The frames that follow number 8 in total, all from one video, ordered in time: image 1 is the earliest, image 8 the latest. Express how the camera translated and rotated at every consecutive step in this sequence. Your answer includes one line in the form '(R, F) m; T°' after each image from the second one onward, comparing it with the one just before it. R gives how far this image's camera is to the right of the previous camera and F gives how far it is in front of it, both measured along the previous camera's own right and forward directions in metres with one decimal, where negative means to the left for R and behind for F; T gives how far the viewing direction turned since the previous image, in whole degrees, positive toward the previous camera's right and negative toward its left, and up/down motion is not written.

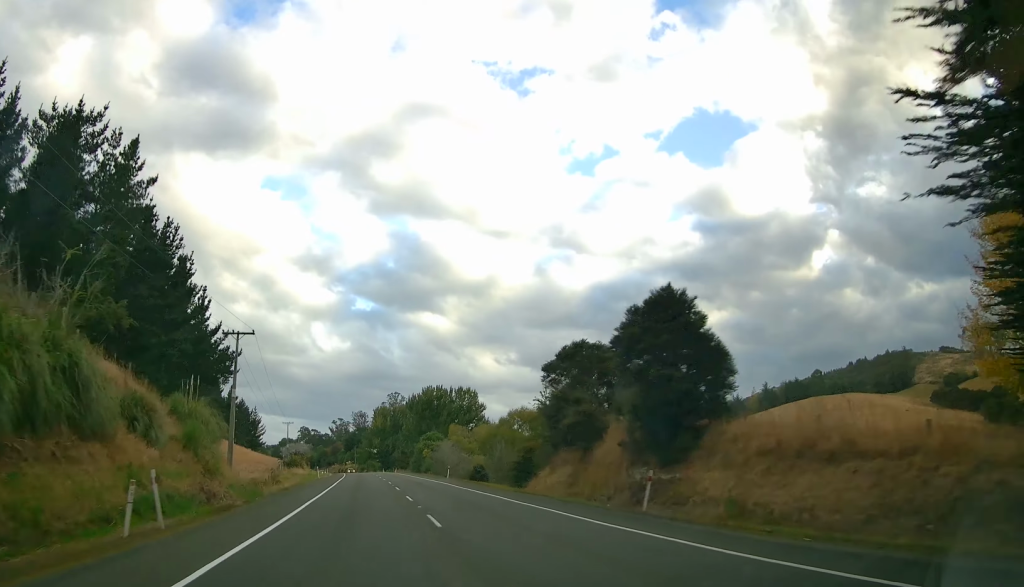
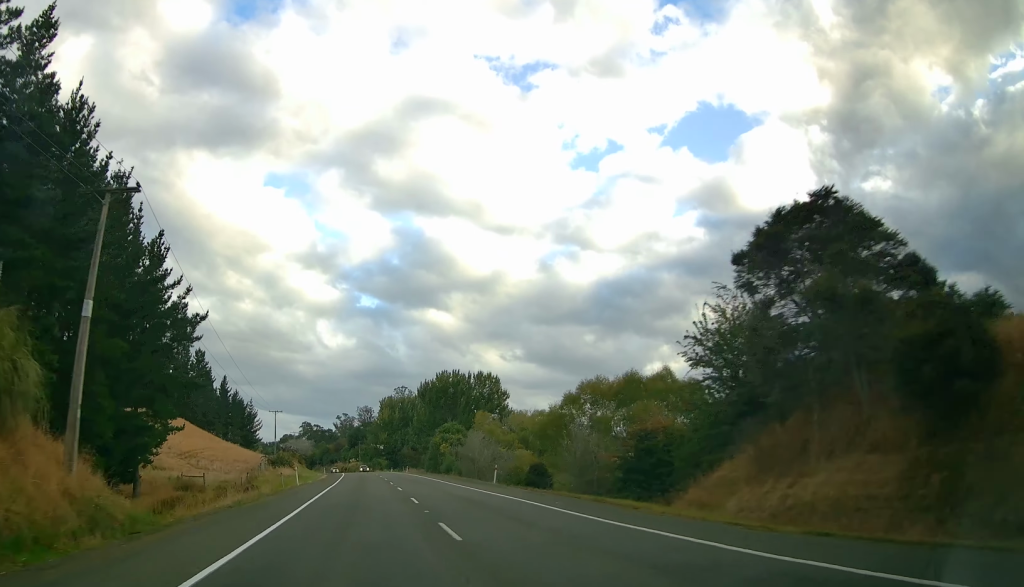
(-0.8, +22.0) m; 0°
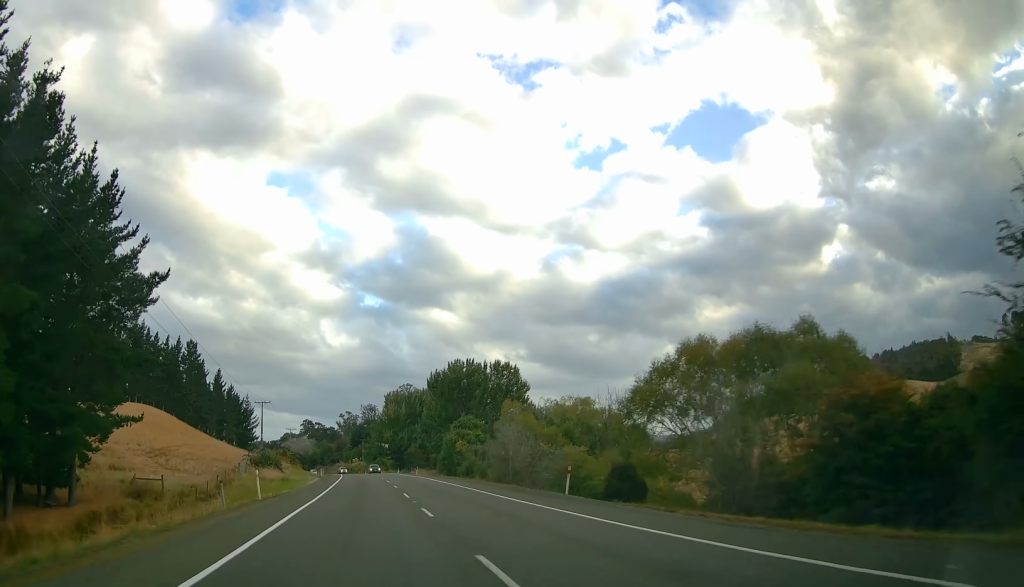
(-0.1, +15.2) m; 0°
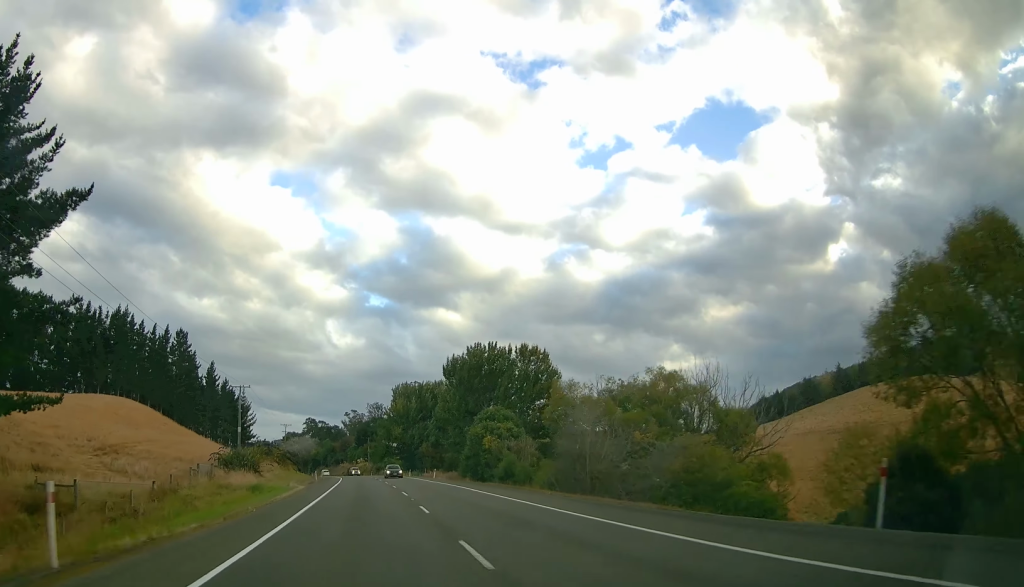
(+0.9, +17.7) m; 0°
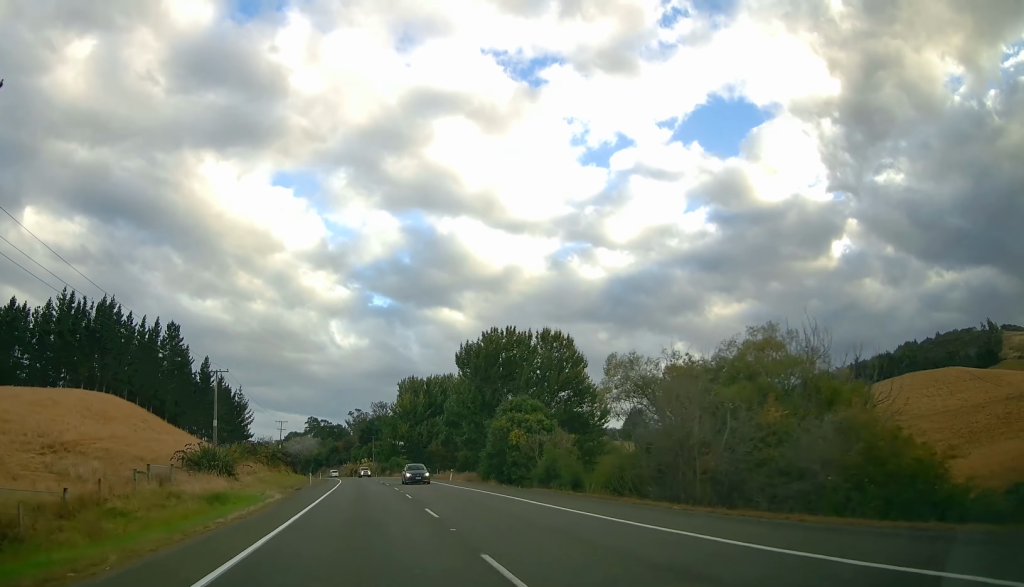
(-0.5, +11.8) m; -1°
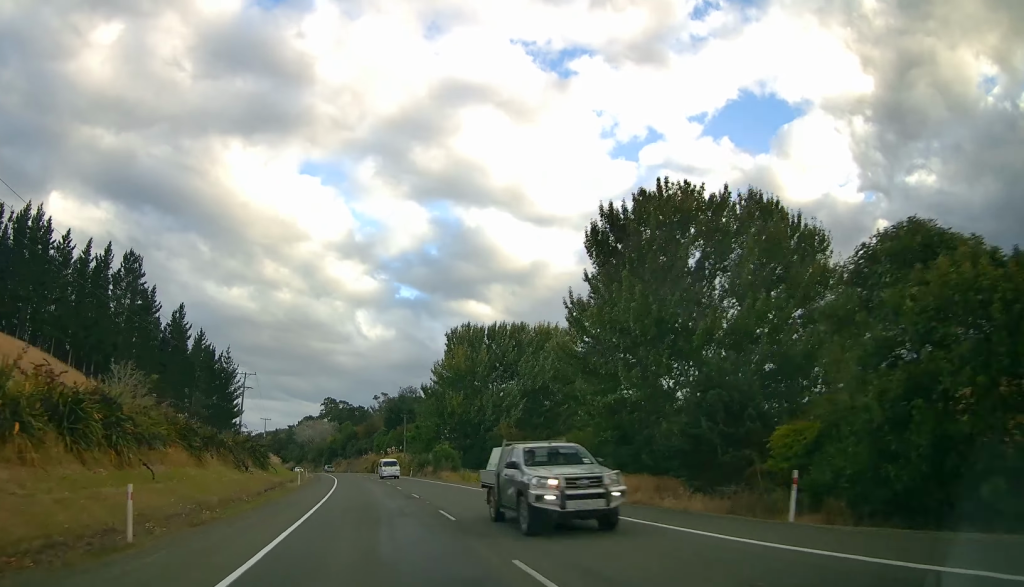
(-1.5, +50.9) m; -3°
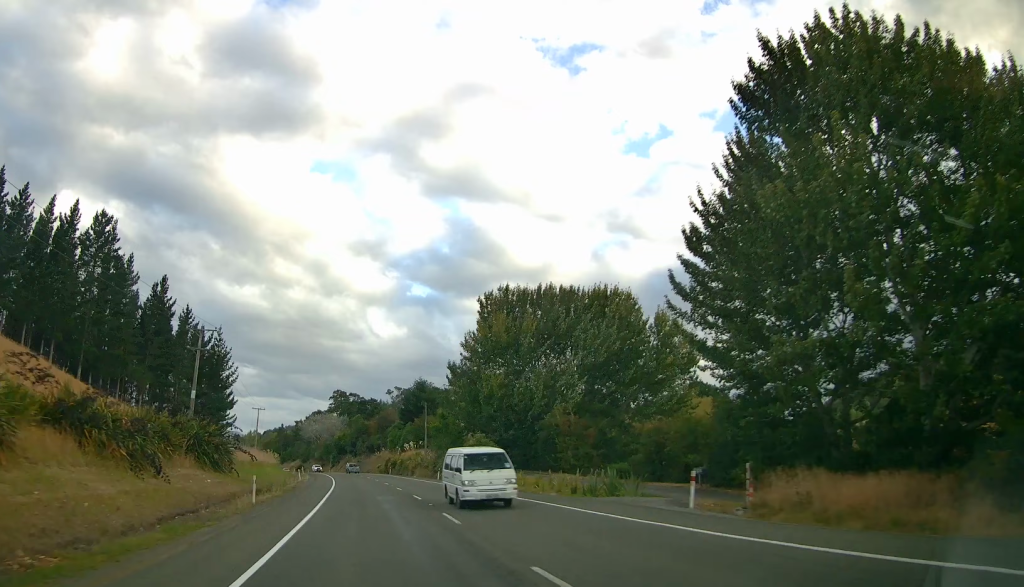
(-0.2, +20.6) m; -2°
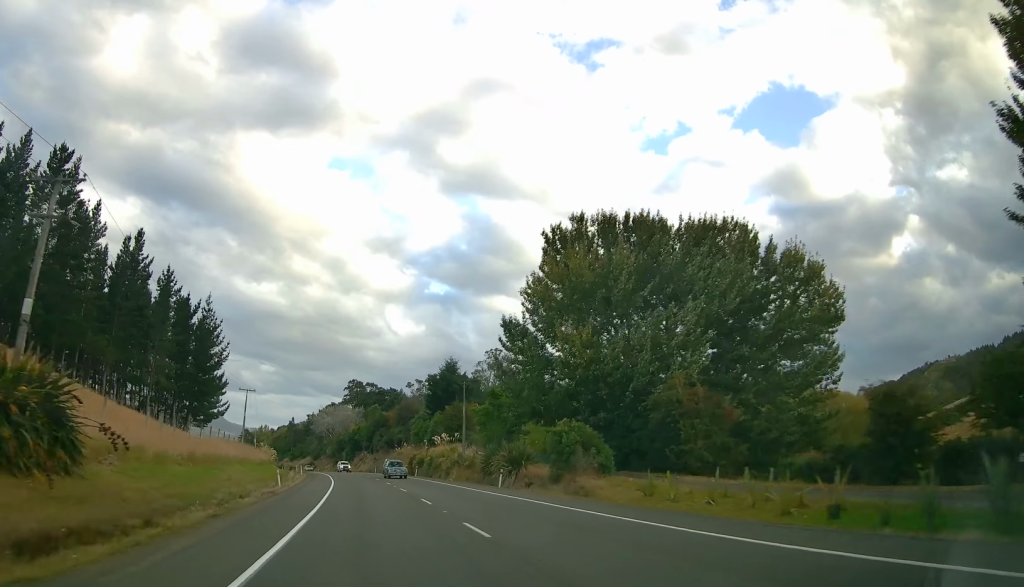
(-0.9, +23.3) m; -2°
